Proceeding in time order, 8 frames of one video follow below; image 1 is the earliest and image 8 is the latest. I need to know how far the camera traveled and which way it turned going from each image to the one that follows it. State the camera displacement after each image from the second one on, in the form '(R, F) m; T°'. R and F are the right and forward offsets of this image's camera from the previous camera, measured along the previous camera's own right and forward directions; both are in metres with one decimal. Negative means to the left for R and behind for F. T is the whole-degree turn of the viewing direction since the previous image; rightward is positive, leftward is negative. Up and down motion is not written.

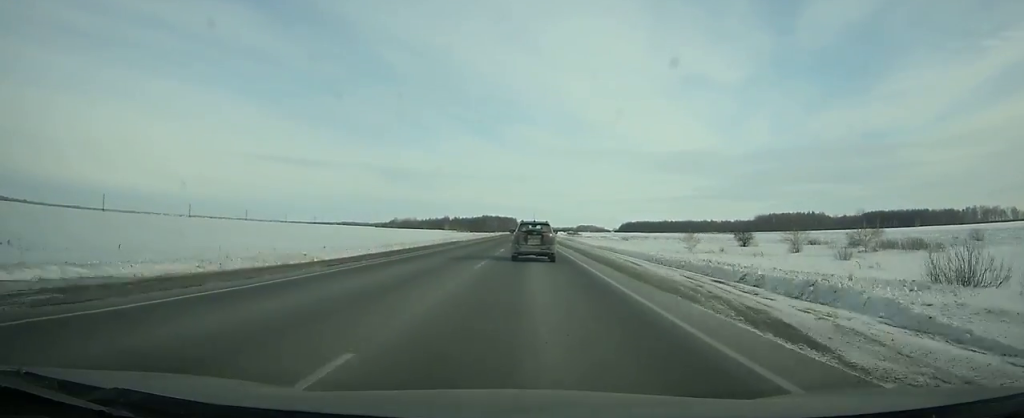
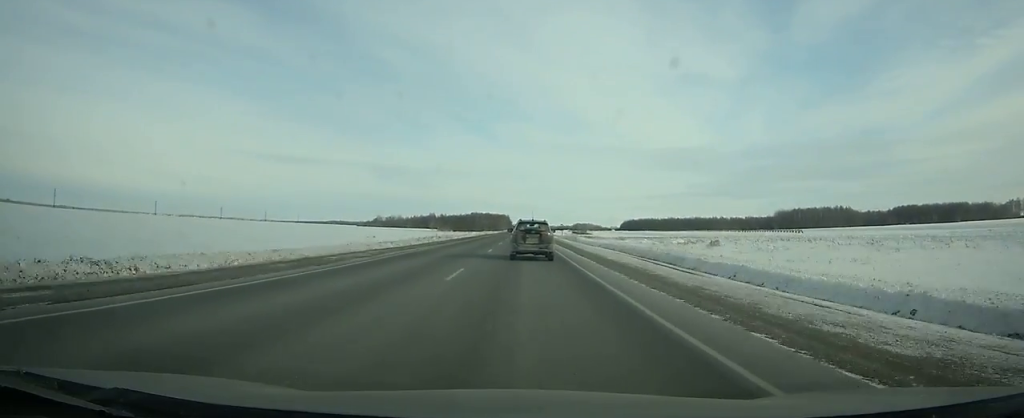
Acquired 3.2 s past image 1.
(+0.1, +84.8) m; 0°
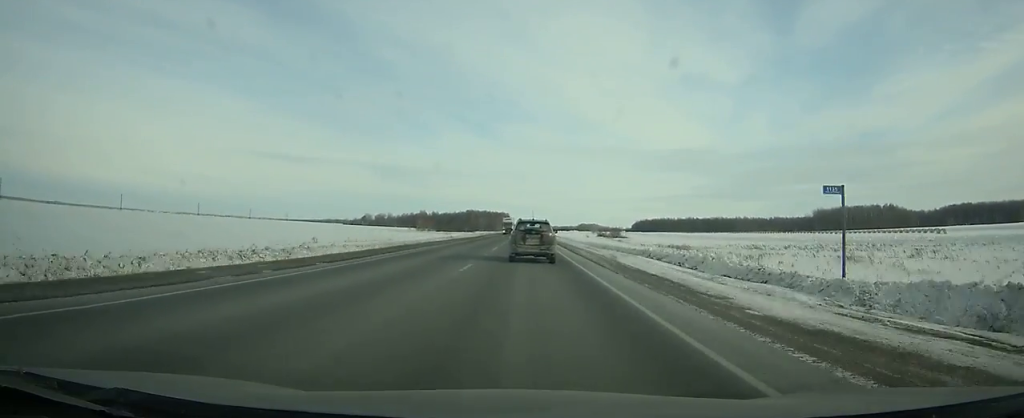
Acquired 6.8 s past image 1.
(-0.1, +94.3) m; 0°
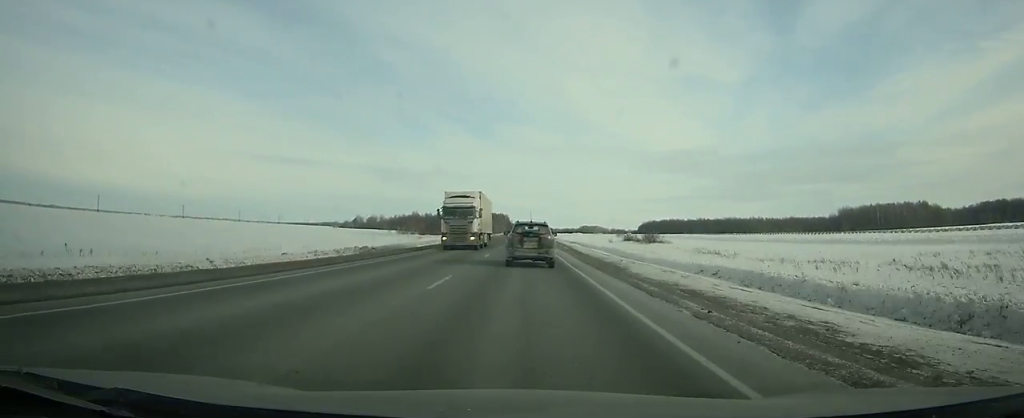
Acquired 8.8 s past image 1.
(0.0, +51.9) m; 0°
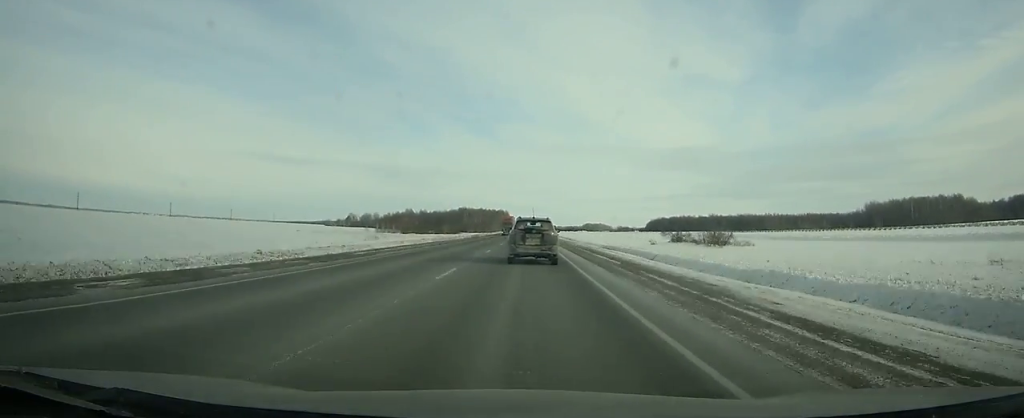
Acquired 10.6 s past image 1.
(0.0, +46.6) m; 0°
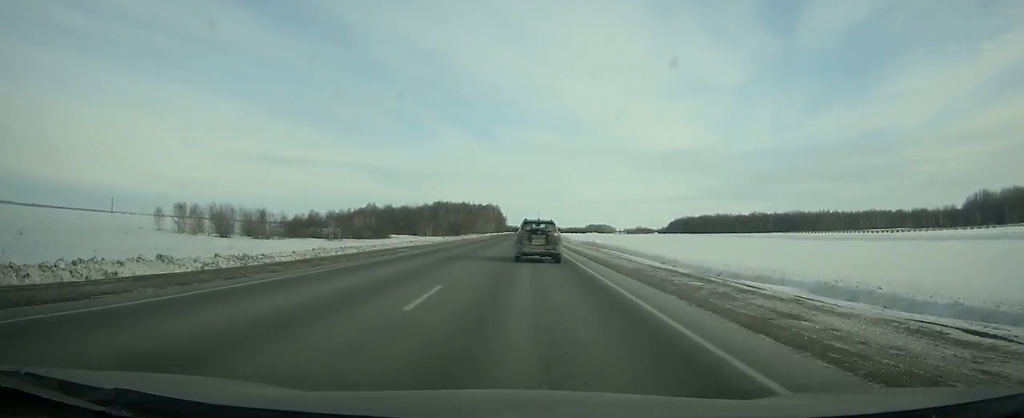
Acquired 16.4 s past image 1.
(-0.2, +150.1) m; 0°
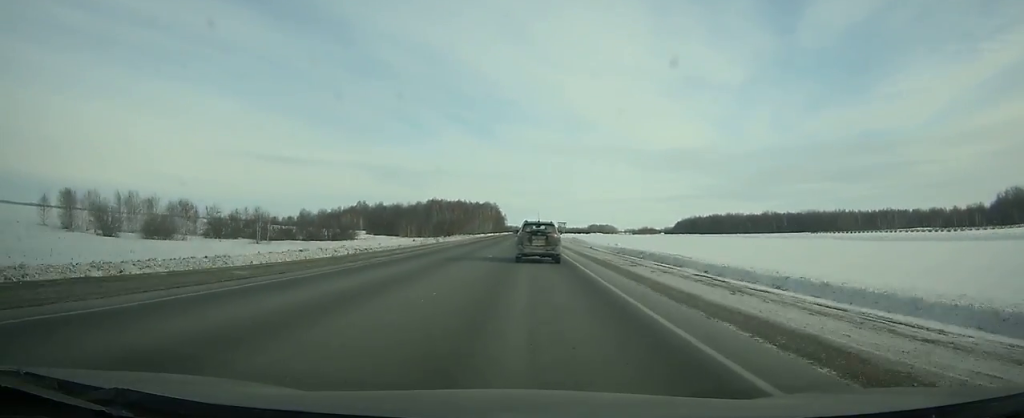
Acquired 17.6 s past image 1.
(0.0, +31.2) m; 0°
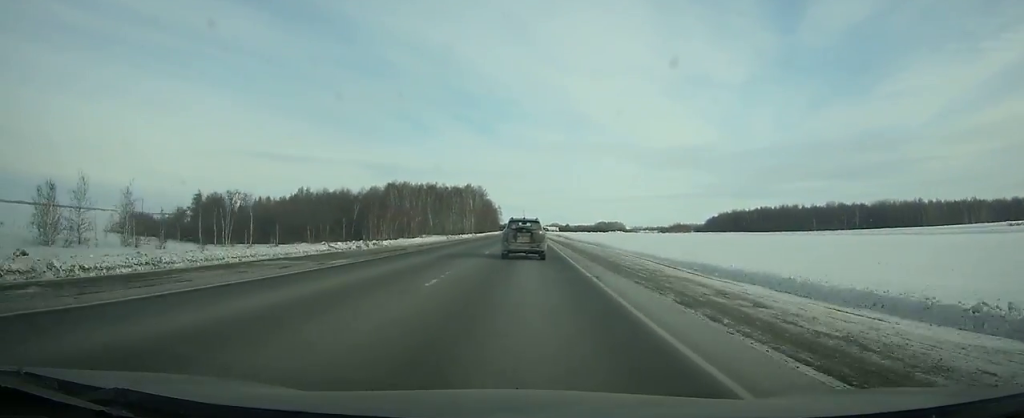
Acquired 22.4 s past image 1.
(+0.4, +125.5) m; 0°
